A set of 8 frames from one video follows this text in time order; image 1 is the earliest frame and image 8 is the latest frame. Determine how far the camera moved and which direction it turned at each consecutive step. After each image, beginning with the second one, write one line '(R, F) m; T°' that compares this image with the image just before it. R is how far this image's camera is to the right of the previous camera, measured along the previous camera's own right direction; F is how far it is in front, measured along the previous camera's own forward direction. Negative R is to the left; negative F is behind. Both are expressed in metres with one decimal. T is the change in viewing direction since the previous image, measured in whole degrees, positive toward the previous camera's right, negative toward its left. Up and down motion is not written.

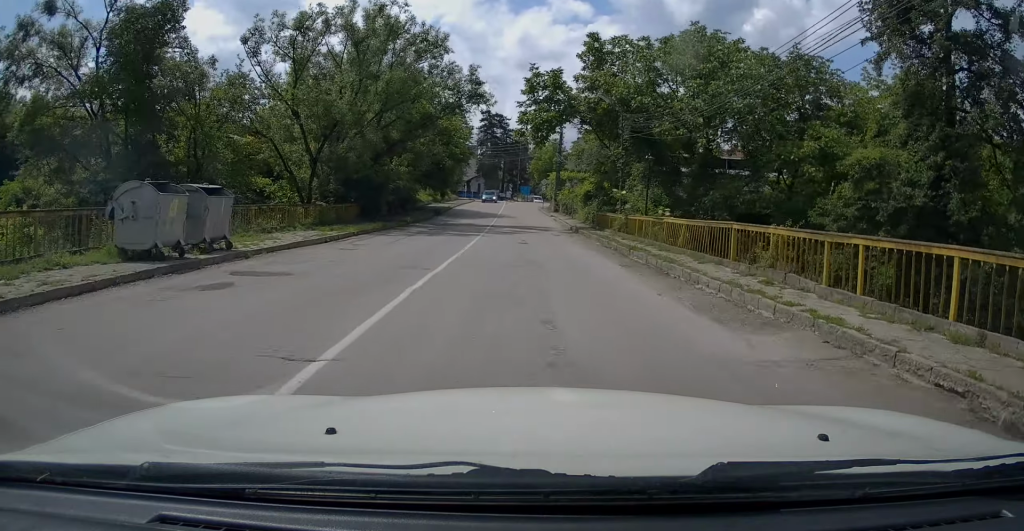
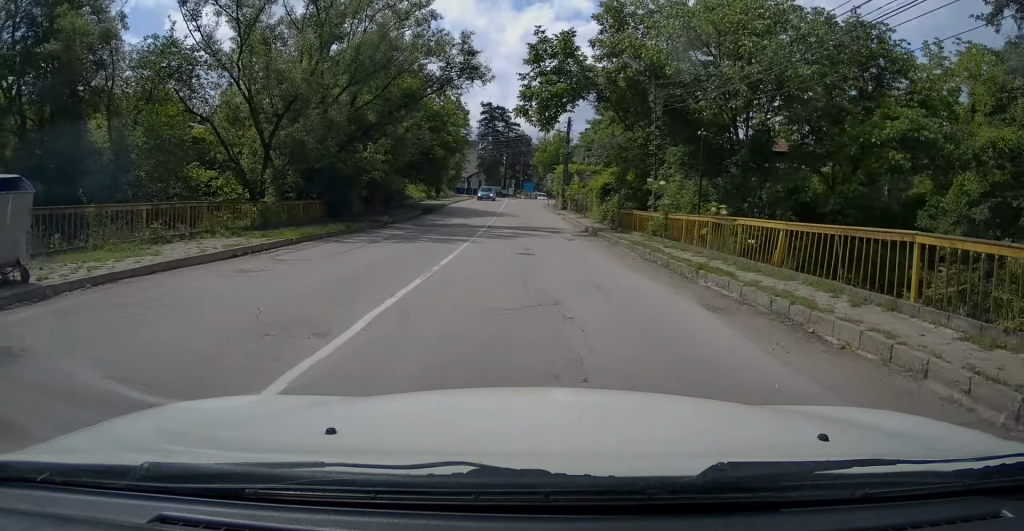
(+0.2, +5.9) m; +1°
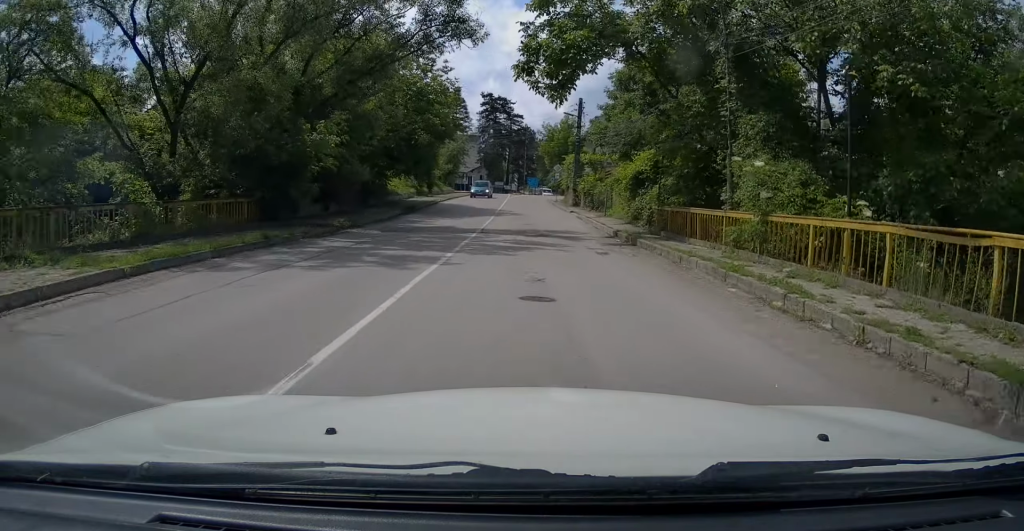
(-0.1, +7.1) m; -2°
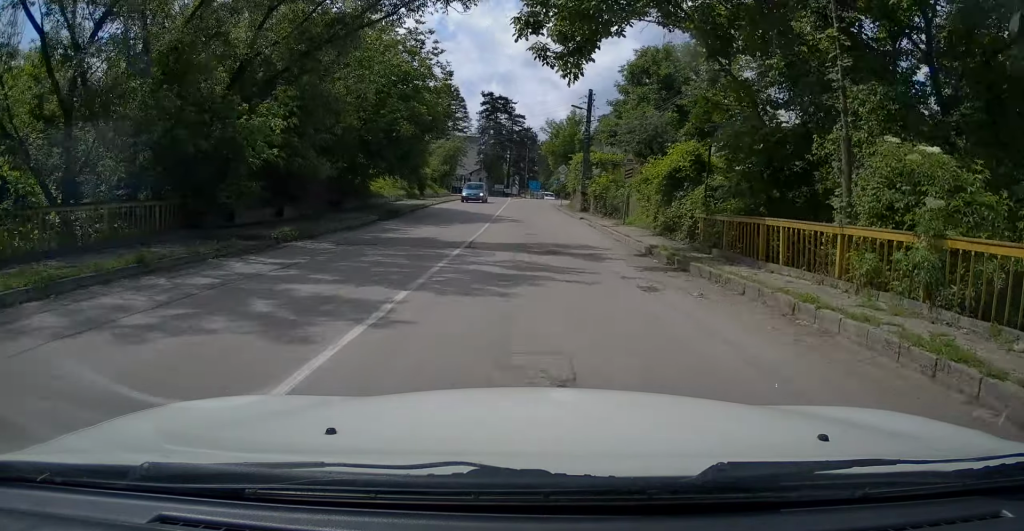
(0.0, +4.9) m; -1°
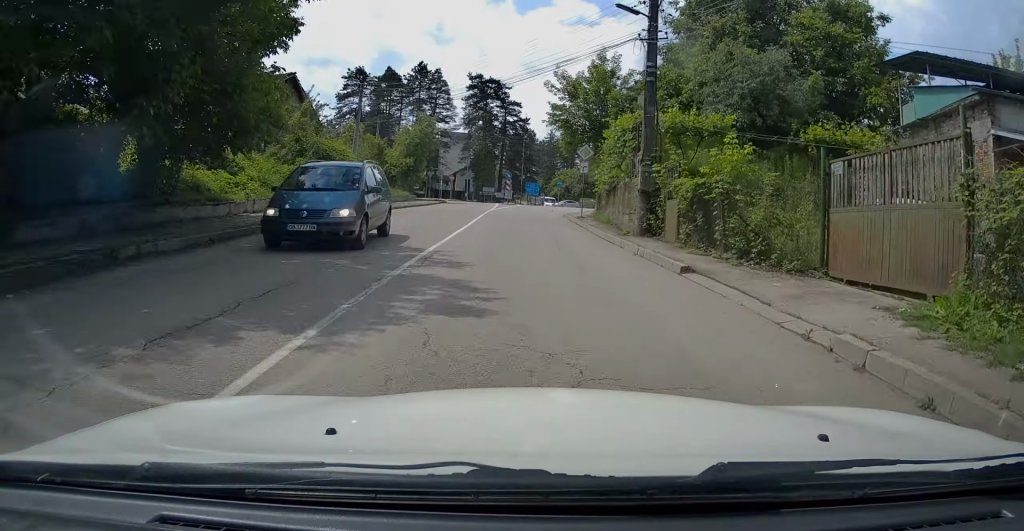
(0.0, +21.4) m; 0°
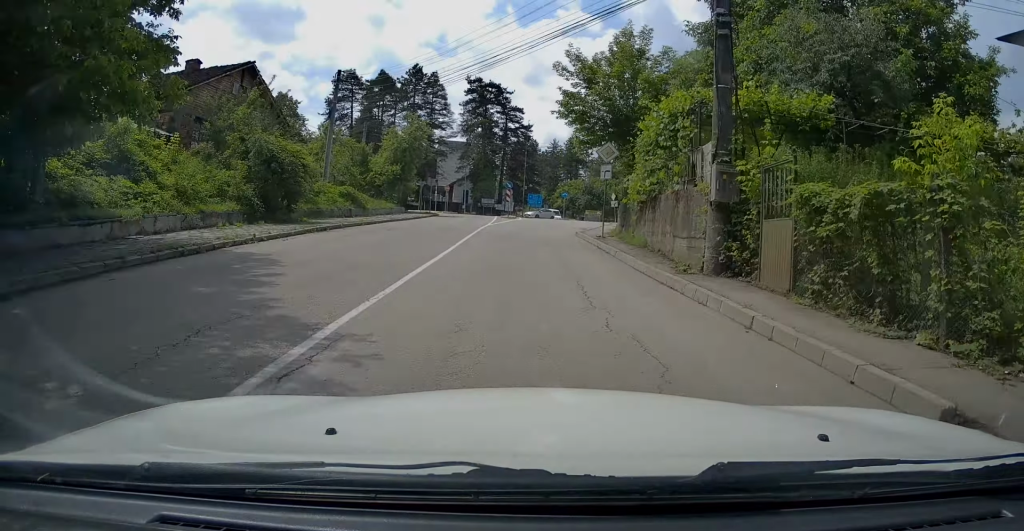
(-0.2, +6.9) m; -1°
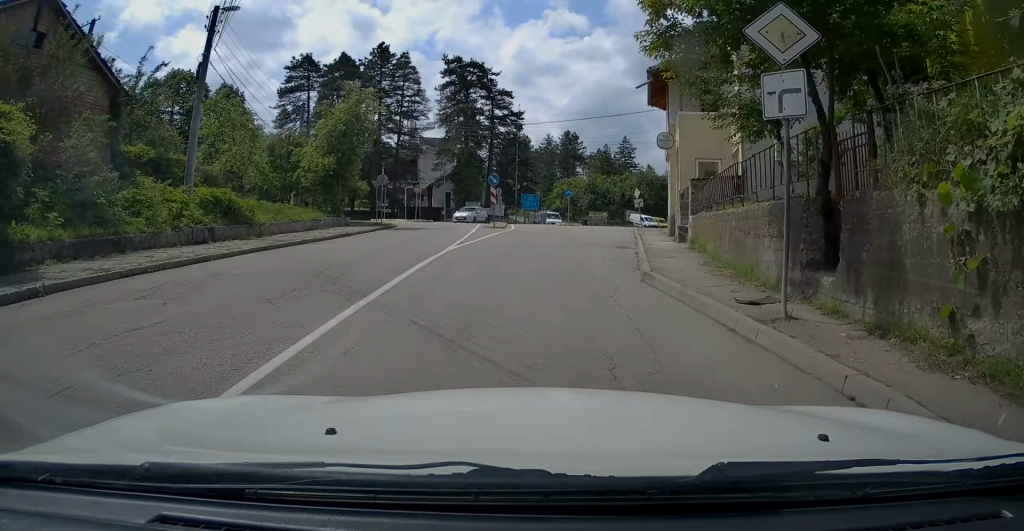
(0.0, +15.0) m; 0°
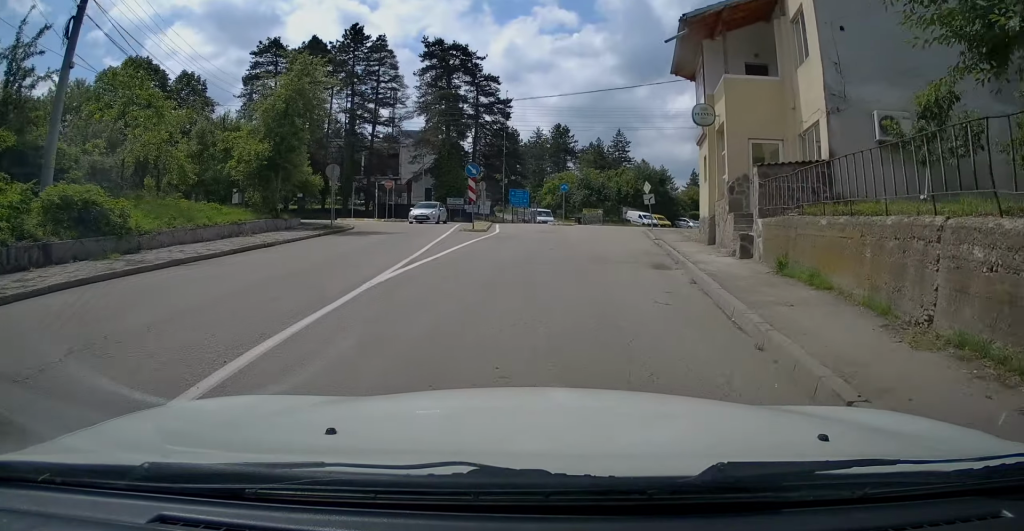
(-0.1, +6.8) m; +1°
